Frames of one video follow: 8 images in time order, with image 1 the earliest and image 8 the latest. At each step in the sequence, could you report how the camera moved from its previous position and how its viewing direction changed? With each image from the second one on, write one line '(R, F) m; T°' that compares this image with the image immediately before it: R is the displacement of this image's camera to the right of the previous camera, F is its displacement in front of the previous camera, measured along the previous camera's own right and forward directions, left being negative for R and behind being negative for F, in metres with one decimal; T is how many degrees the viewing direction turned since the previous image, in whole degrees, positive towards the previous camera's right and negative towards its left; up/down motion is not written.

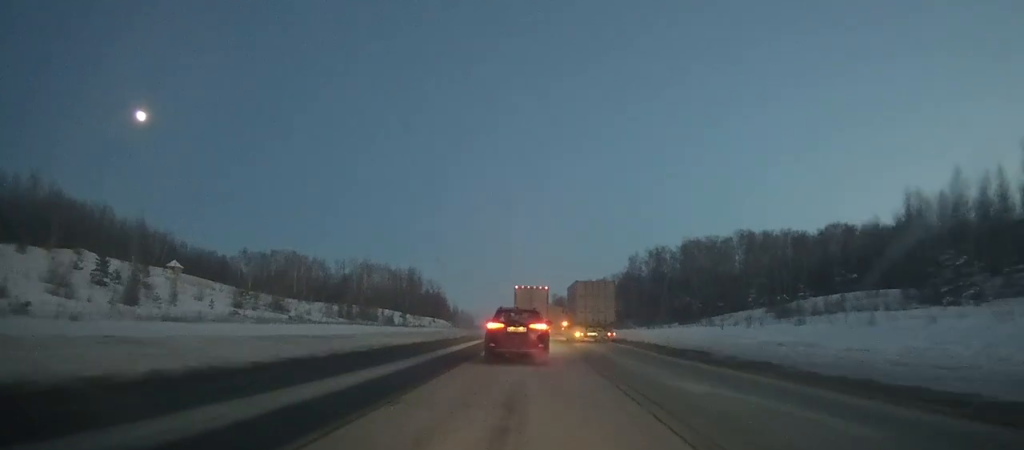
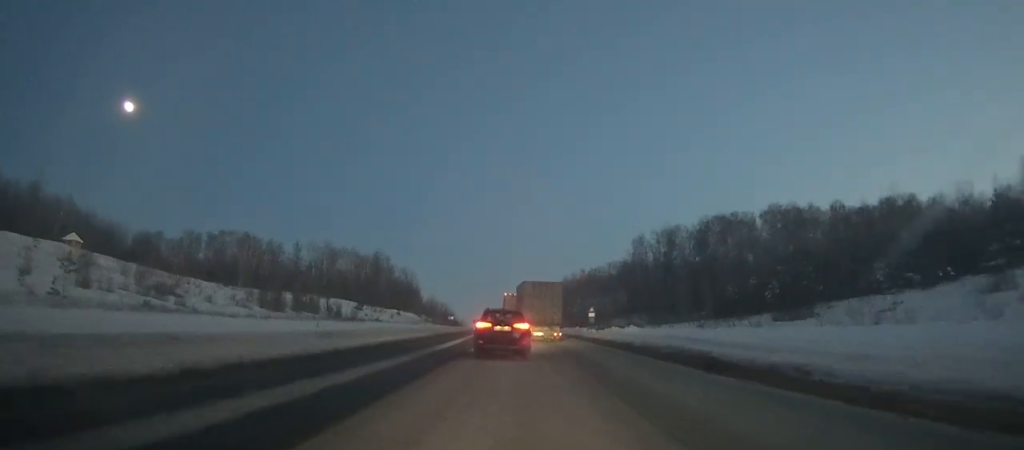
(+0.5, +31.6) m; +2°
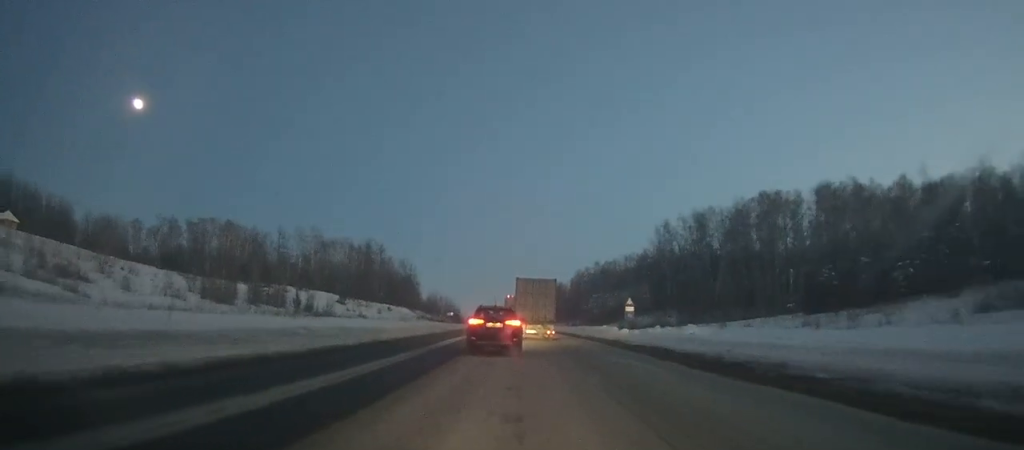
(+0.2, +19.8) m; -1°
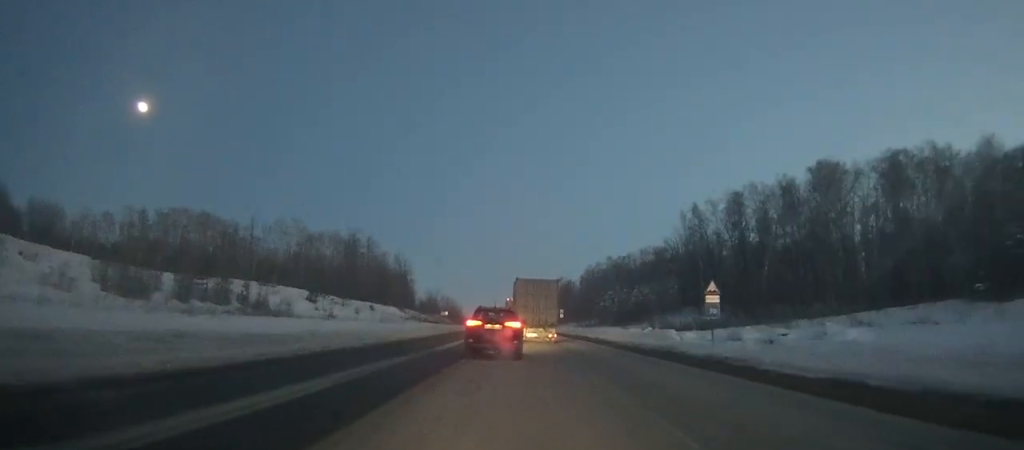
(-0.5, +20.0) m; -2°
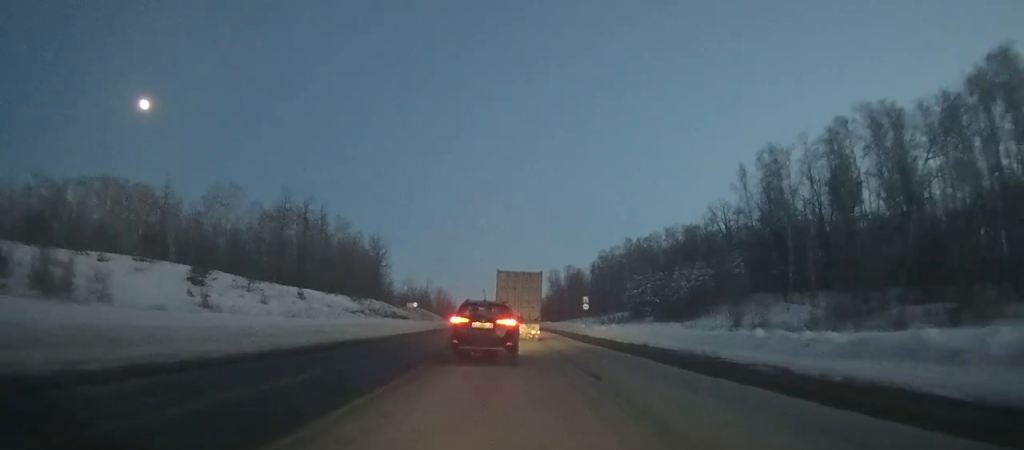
(0.0, +35.0) m; 0°
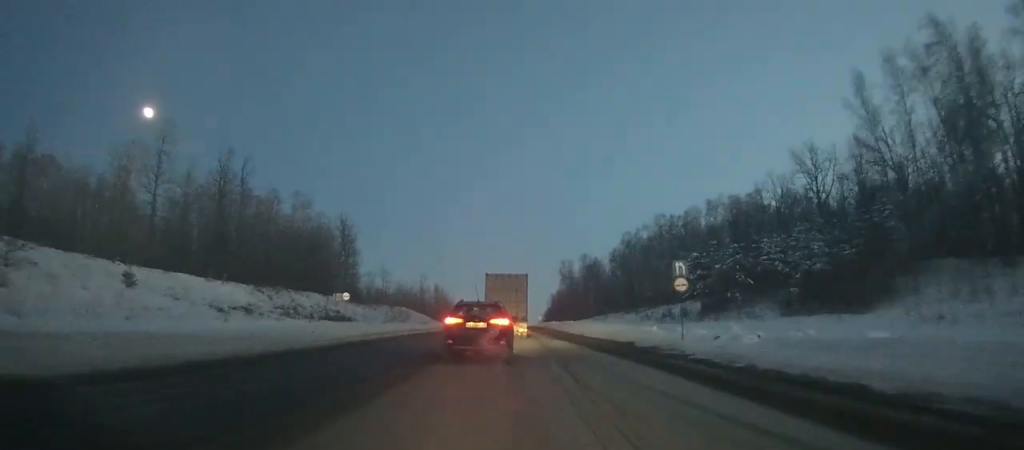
(-0.3, +38.8) m; -2°
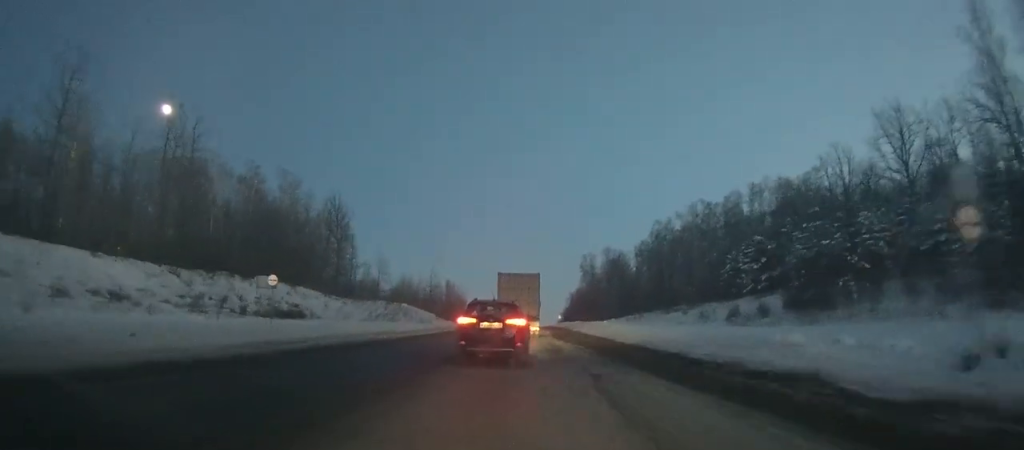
(-0.3, +17.4) m; -1°
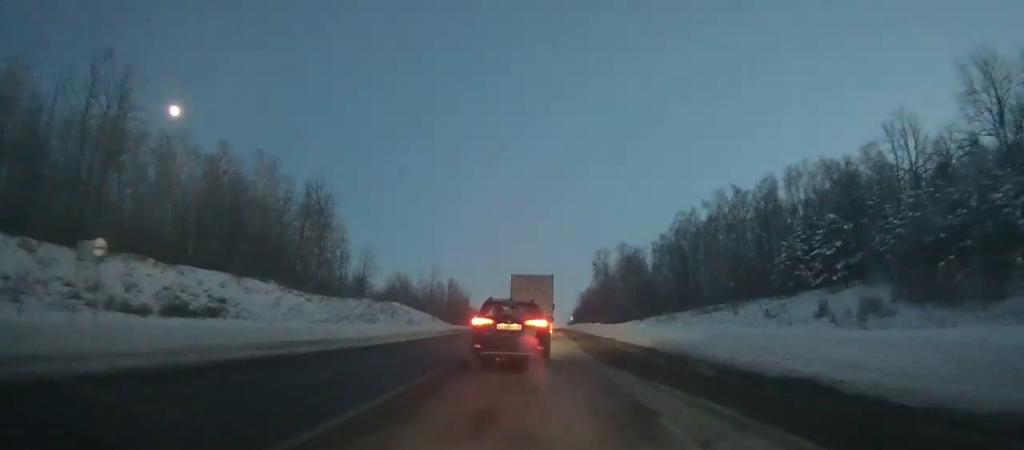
(-0.1, +15.0) m; 0°
